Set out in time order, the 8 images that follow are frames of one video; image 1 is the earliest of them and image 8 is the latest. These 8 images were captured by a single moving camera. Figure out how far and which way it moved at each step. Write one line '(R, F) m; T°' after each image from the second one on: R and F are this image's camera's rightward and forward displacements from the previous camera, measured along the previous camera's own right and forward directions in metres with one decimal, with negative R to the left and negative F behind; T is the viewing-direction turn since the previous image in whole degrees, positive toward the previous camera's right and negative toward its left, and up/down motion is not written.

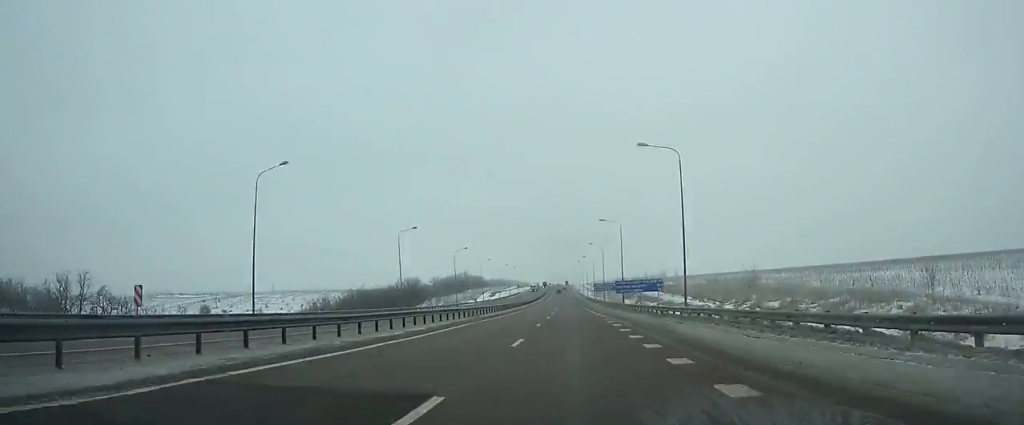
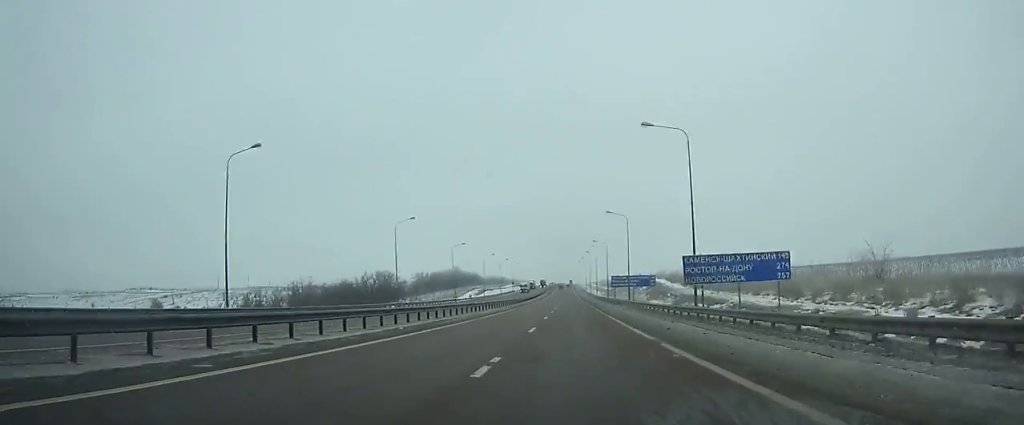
(-0.4, +43.9) m; 0°
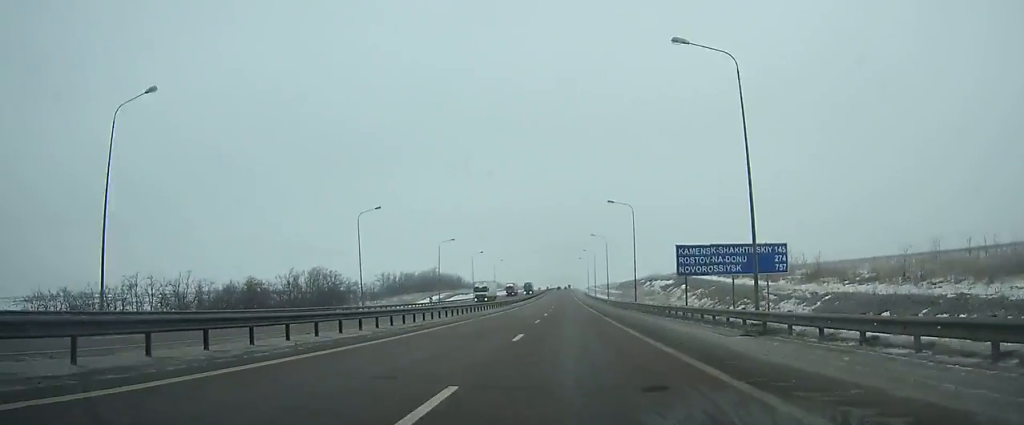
(-0.2, +52.3) m; 0°
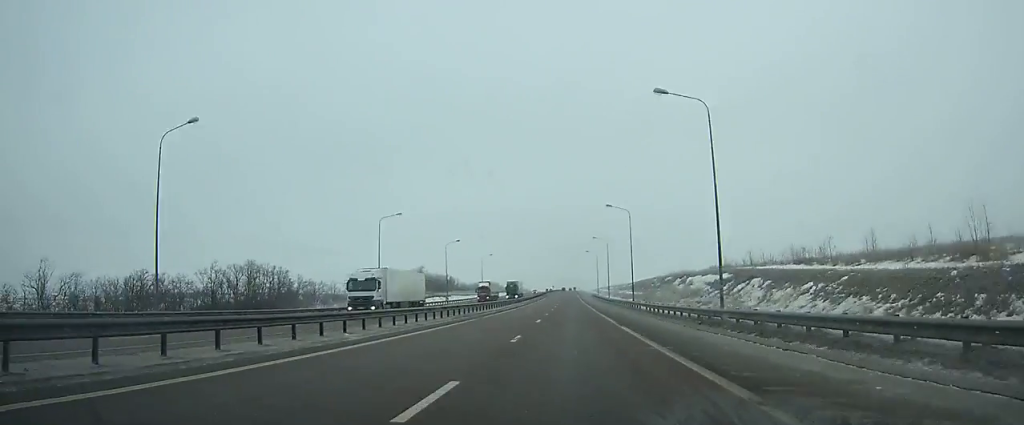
(0.0, +35.9) m; 0°
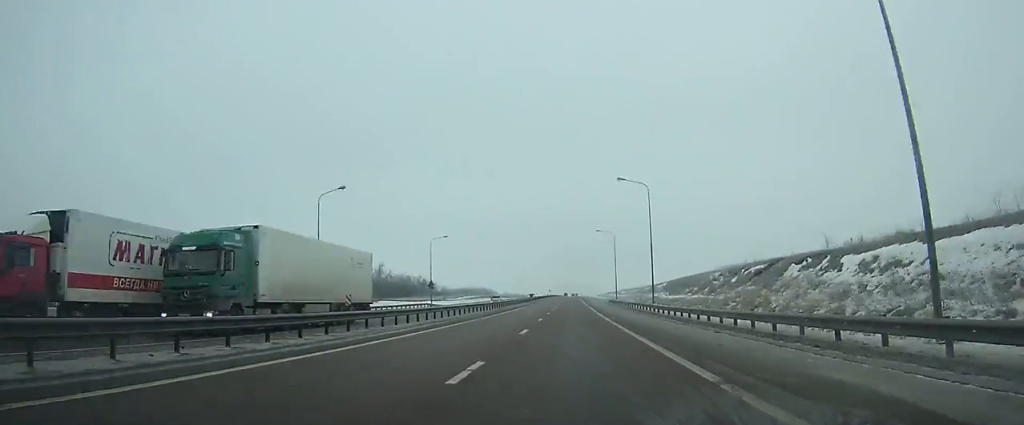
(-0.1, +58.4) m; 0°
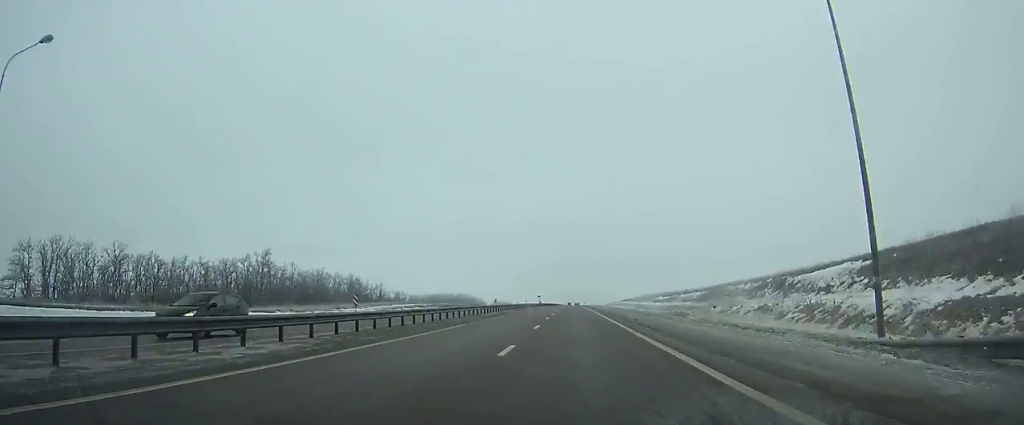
(0.0, +81.9) m; 0°
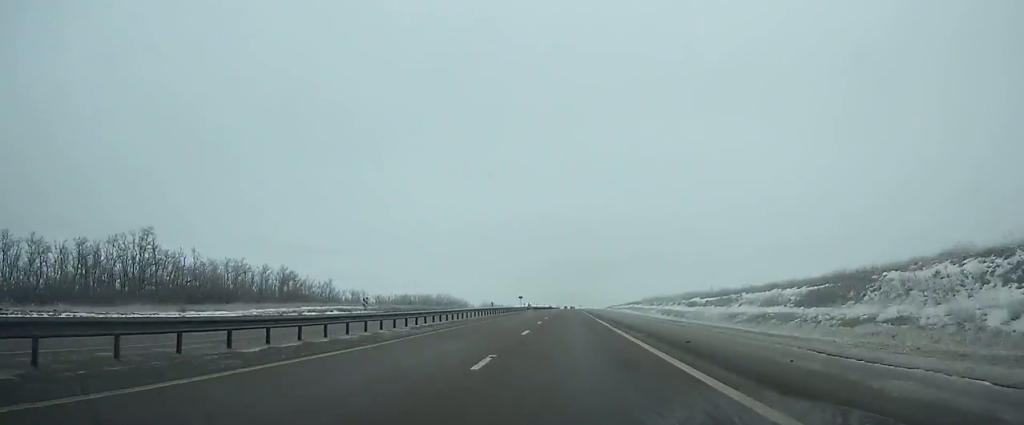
(+0.2, +40.0) m; 0°
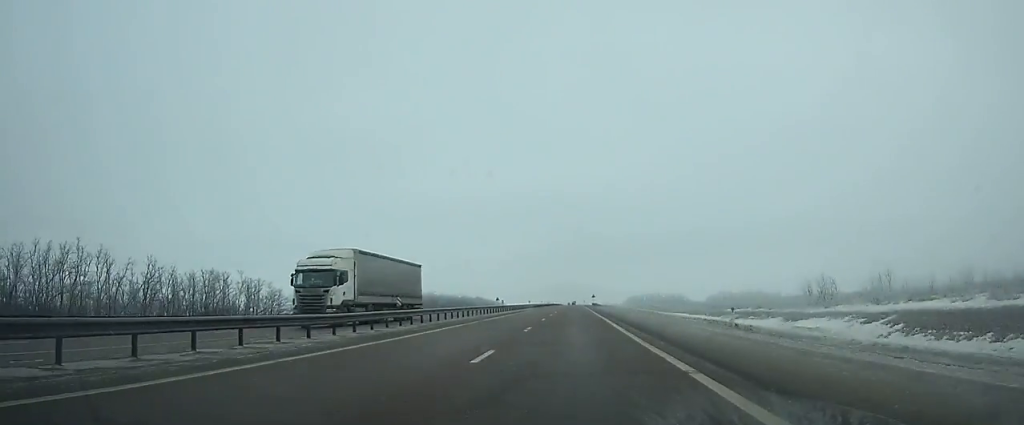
(+0.8, +253.6) m; 0°
